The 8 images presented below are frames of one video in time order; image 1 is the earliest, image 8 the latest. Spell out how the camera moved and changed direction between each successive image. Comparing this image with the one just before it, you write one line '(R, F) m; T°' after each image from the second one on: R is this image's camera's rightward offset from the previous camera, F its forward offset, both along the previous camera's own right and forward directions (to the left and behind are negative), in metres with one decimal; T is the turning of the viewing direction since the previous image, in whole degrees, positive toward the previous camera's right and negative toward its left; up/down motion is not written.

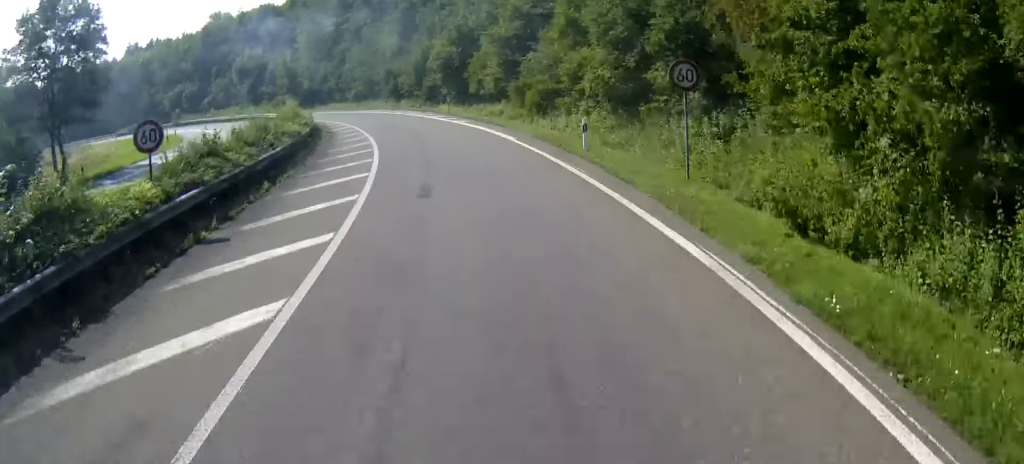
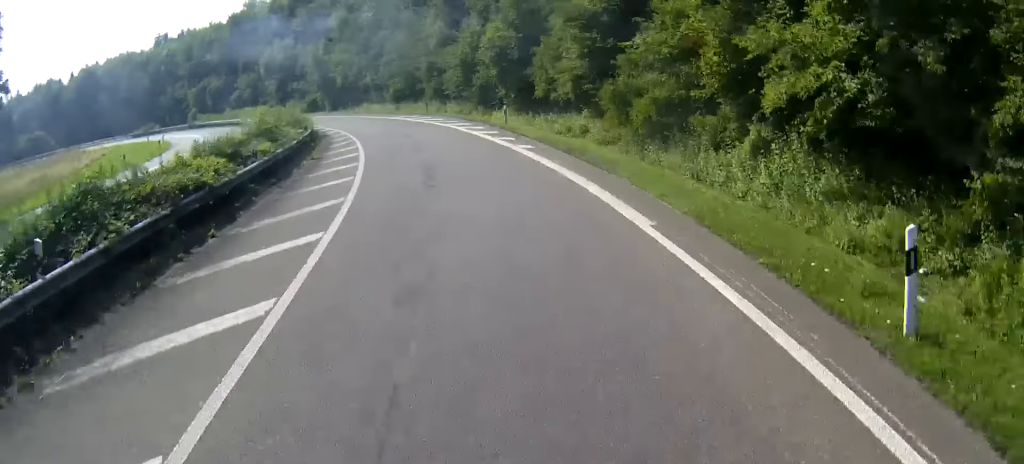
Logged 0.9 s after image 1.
(0.0, +16.1) m; 0°
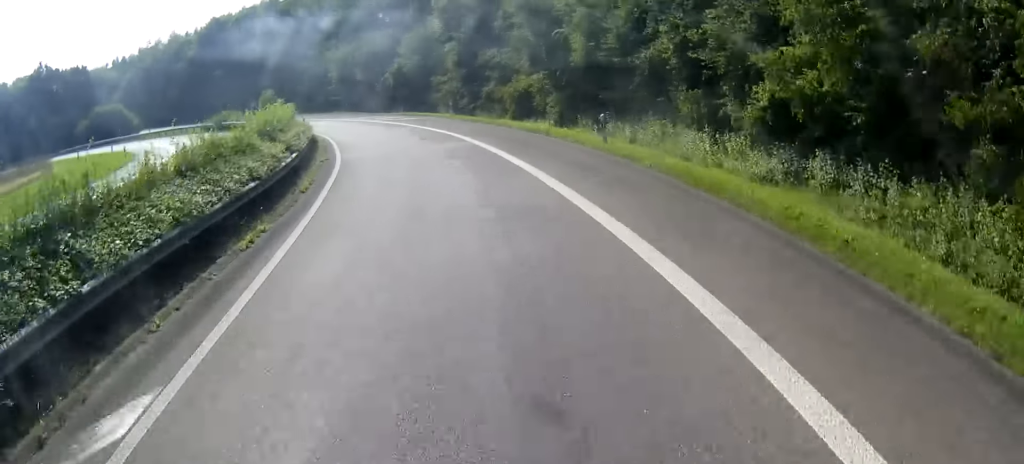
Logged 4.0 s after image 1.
(0.0, +54.8) m; 0°
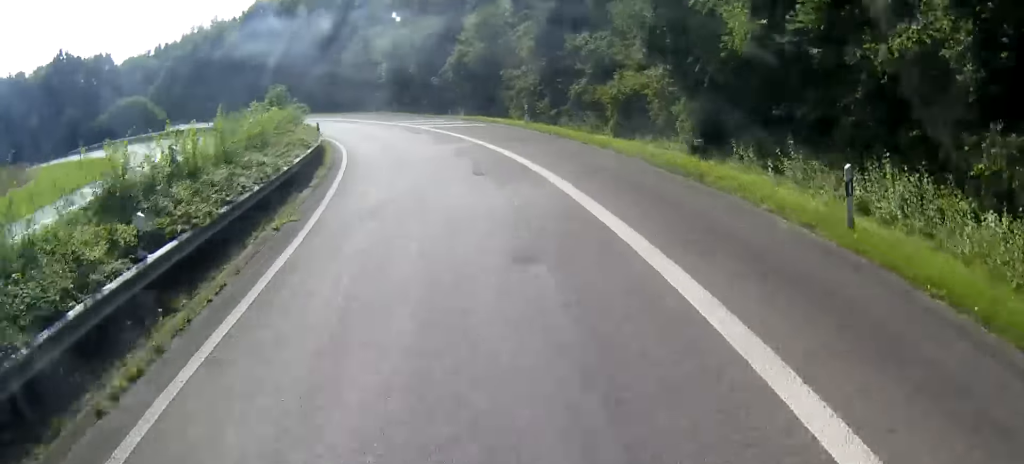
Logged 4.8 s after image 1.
(0.0, +12.9) m; 0°
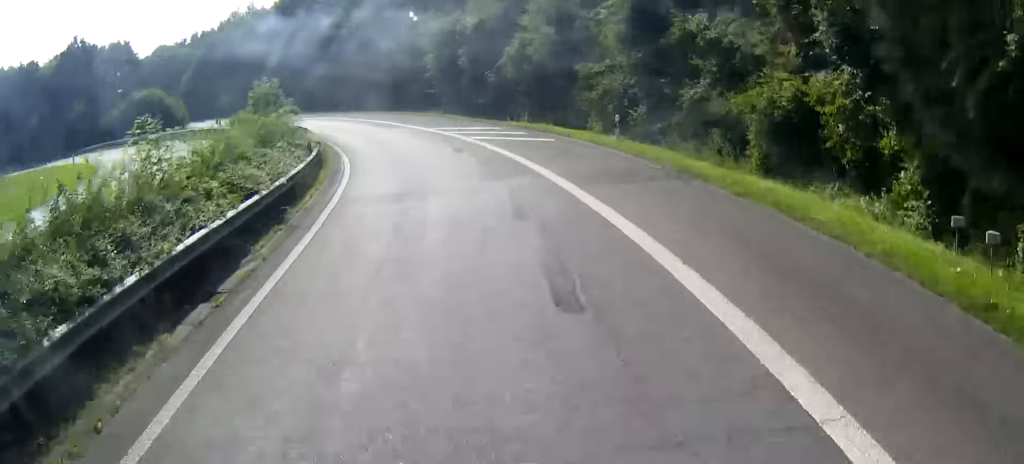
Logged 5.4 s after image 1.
(0.0, +10.8) m; -3°
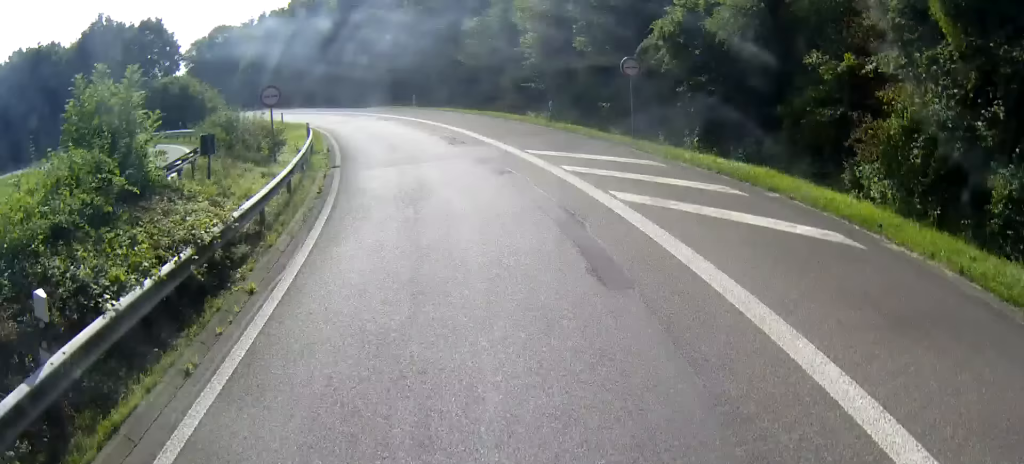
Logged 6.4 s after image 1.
(-0.8, +16.2) m; -20°
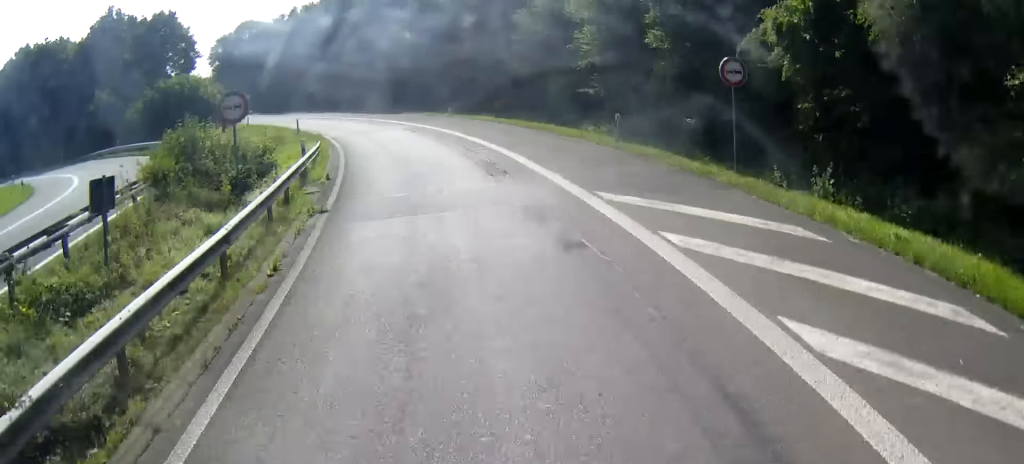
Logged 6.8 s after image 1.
(-1.8, +6.5) m; -9°
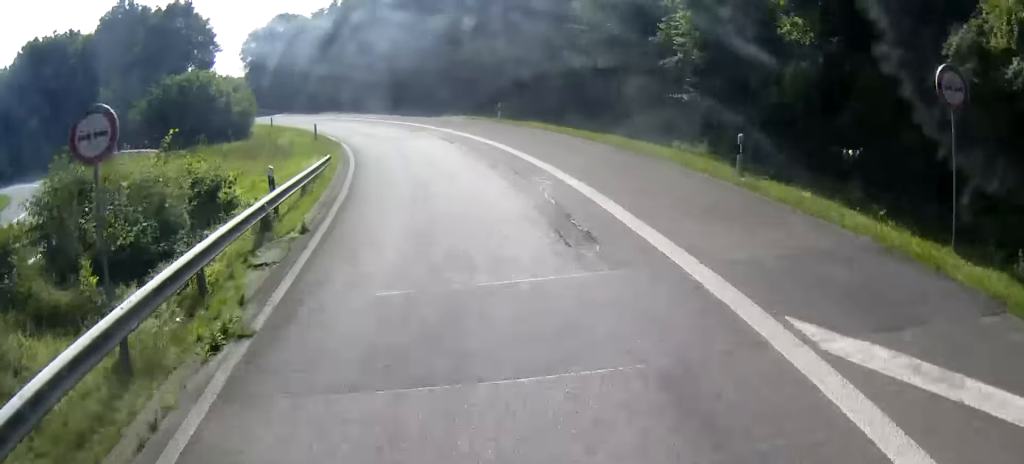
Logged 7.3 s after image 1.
(-0.9, +8.0) m; -11°
